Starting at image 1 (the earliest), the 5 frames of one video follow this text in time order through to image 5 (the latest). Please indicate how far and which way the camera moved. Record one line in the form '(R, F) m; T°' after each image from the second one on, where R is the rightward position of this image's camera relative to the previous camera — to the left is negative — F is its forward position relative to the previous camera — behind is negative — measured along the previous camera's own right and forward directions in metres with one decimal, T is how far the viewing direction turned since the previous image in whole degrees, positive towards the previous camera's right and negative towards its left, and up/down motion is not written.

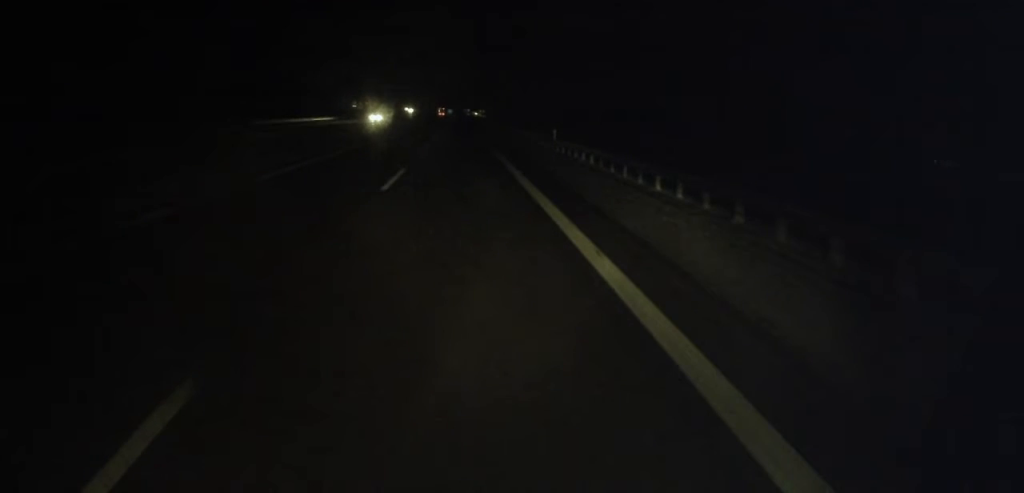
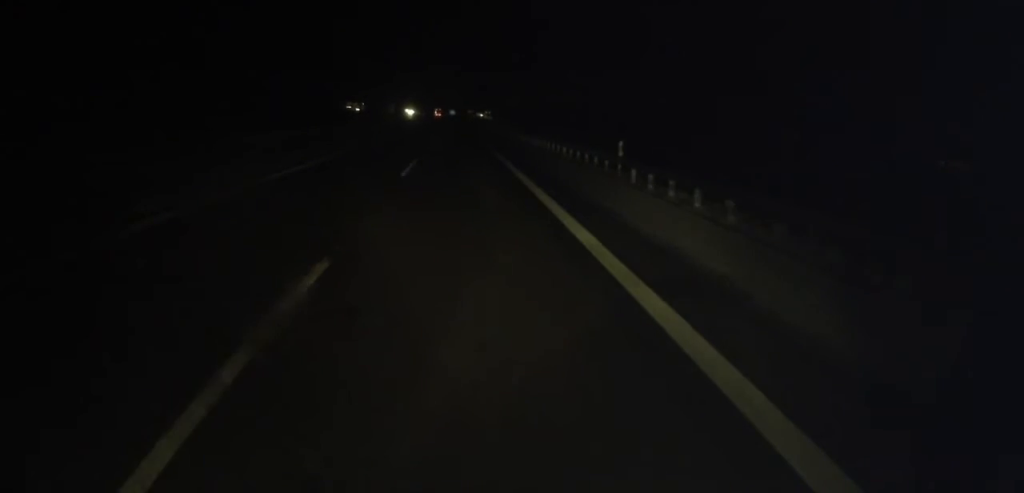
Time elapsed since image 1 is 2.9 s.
(-0.3, +67.9) m; -1°
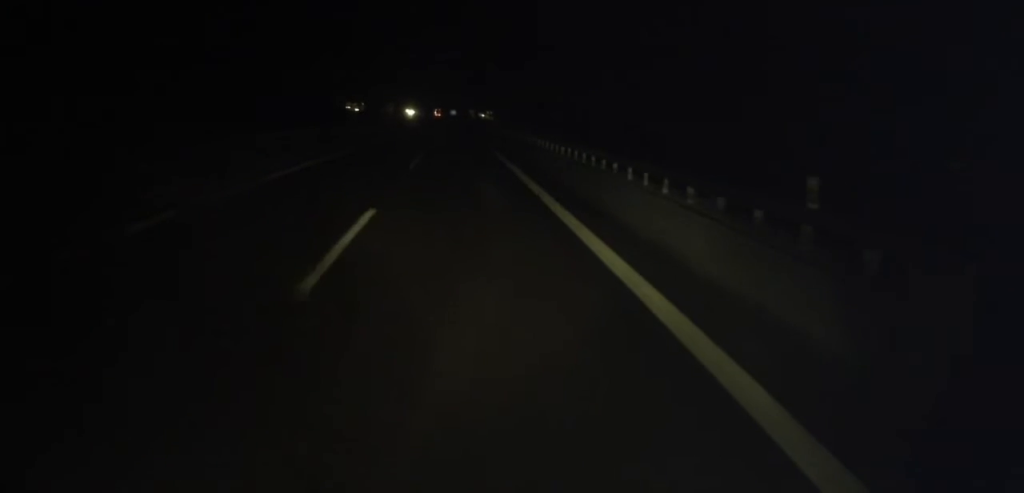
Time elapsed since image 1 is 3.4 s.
(+0.1, +13.4) m; -1°
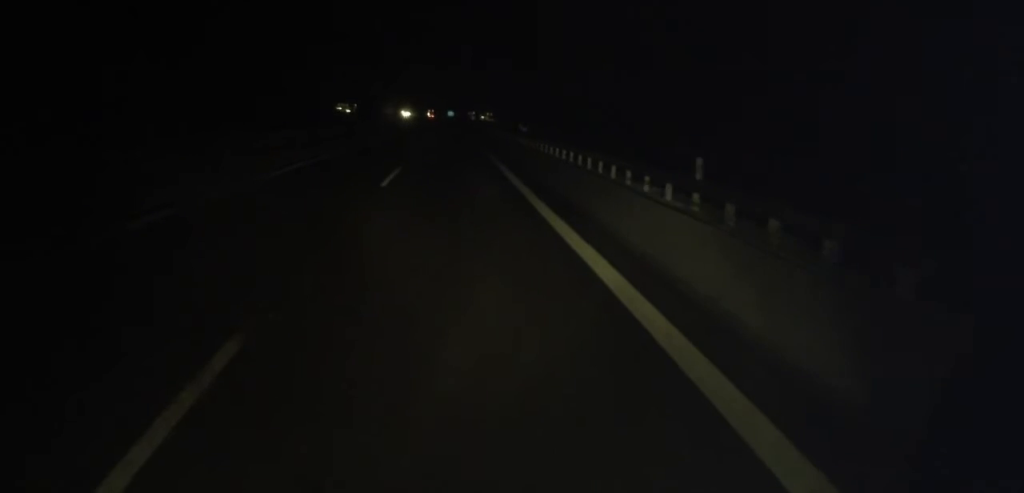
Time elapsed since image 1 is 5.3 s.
(-0.2, +43.4) m; +1°
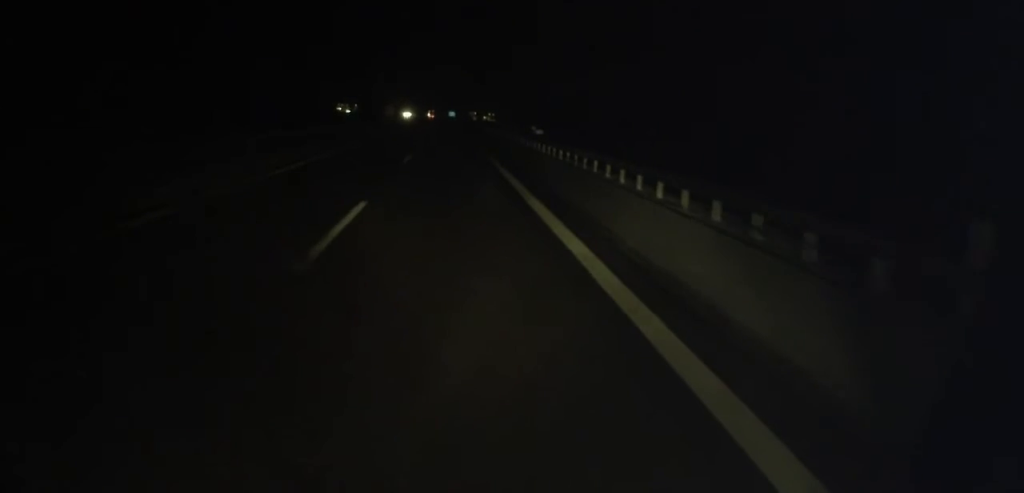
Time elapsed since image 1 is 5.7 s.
(+0.1, +9.4) m; 0°
